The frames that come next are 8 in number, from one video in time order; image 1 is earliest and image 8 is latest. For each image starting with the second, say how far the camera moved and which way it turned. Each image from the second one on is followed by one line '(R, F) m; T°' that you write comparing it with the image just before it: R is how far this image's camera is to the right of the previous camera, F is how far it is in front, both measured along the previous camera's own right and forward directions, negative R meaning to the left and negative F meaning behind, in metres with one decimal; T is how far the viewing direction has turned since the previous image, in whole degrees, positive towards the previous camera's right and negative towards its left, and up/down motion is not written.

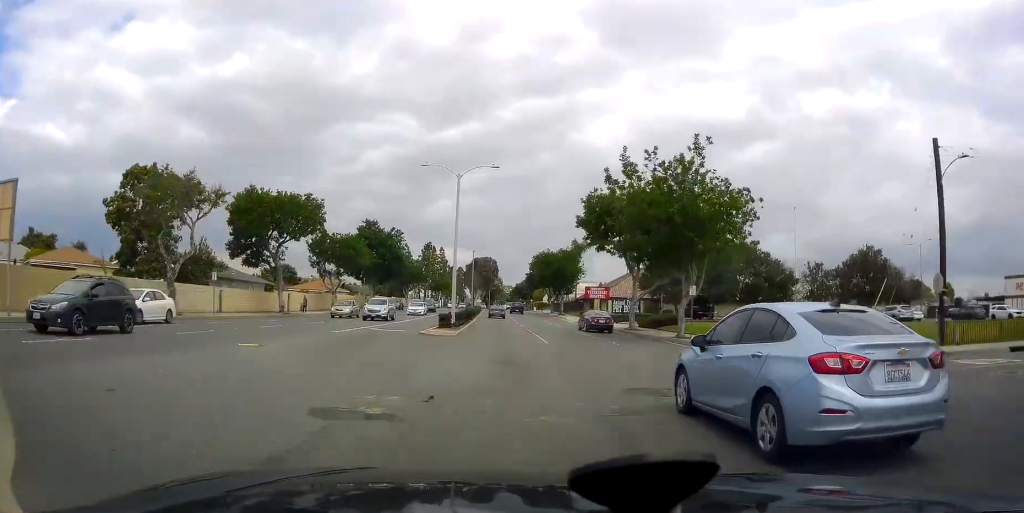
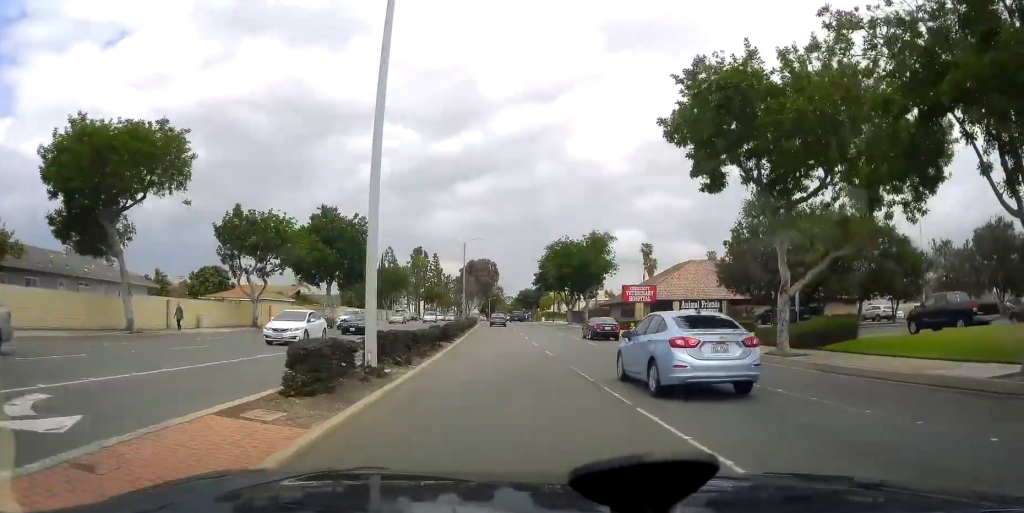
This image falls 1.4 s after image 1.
(+0.9, +23.5) m; +2°
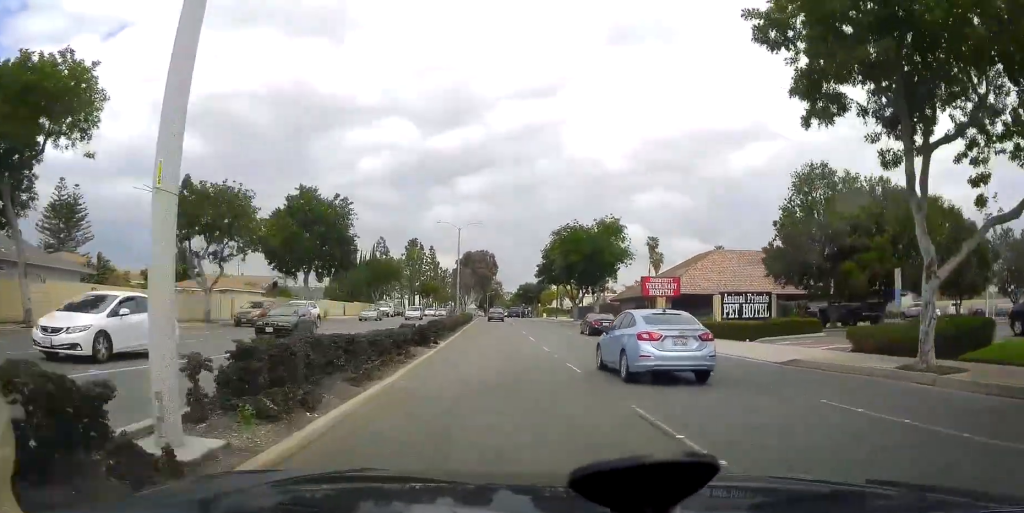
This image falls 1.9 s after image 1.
(0.0, +7.9) m; 0°
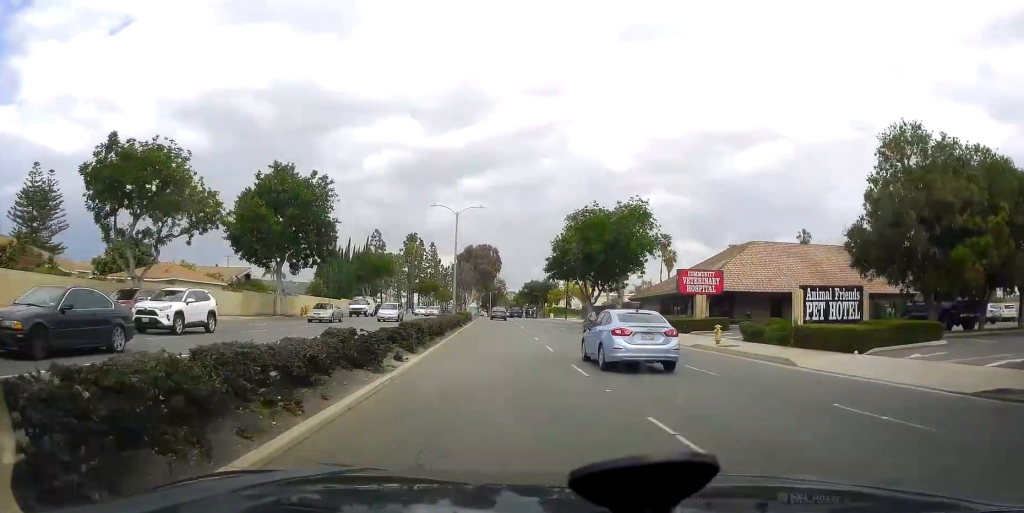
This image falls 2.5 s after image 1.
(0.0, +8.8) m; 0°
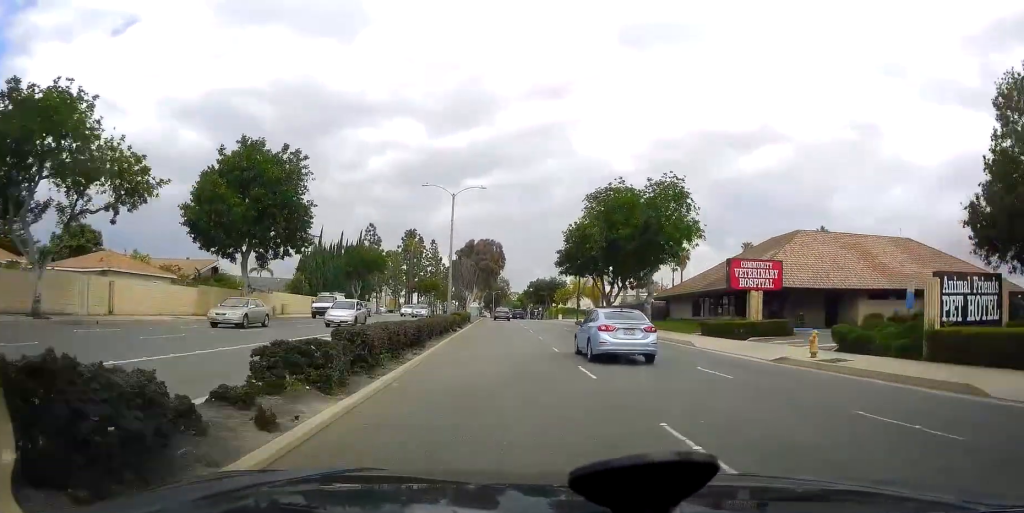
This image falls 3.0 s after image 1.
(0.0, +8.2) m; -1°
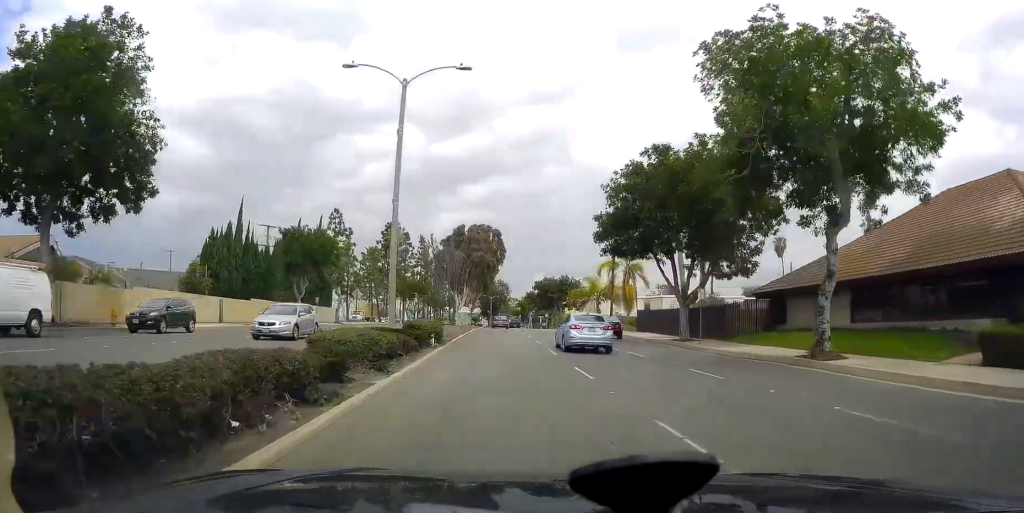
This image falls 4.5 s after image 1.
(-0.5, +22.3) m; -1°
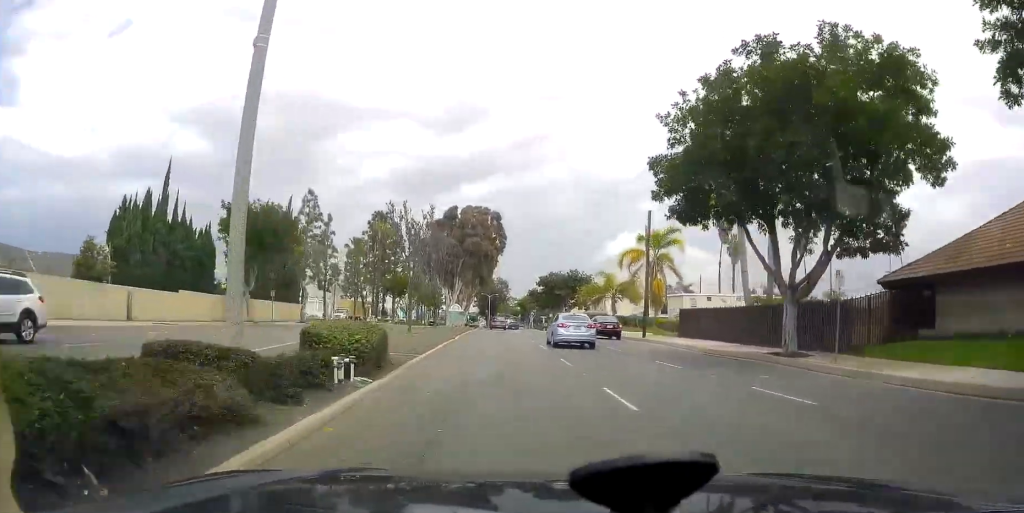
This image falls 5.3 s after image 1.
(+0.2, +12.1) m; +1°
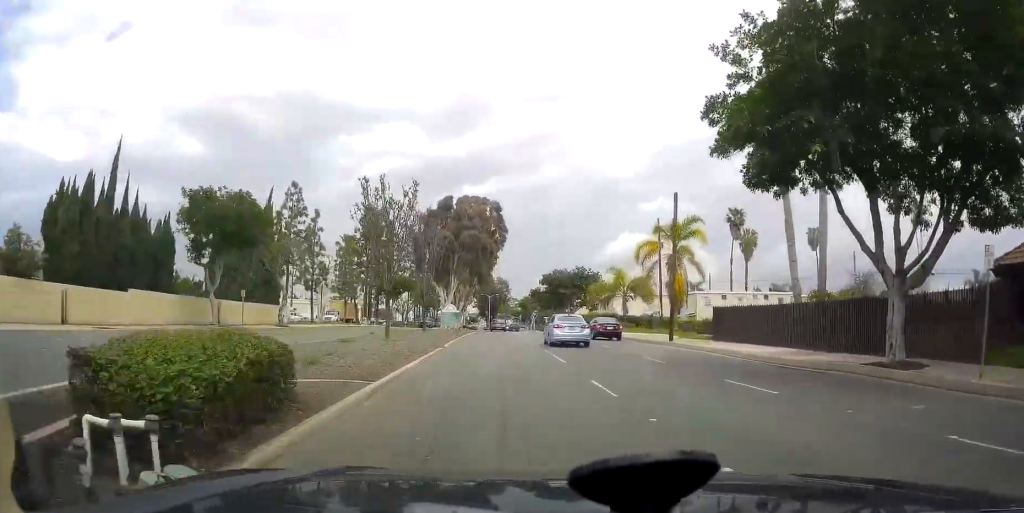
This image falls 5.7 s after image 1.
(+0.1, +6.1) m; +1°
